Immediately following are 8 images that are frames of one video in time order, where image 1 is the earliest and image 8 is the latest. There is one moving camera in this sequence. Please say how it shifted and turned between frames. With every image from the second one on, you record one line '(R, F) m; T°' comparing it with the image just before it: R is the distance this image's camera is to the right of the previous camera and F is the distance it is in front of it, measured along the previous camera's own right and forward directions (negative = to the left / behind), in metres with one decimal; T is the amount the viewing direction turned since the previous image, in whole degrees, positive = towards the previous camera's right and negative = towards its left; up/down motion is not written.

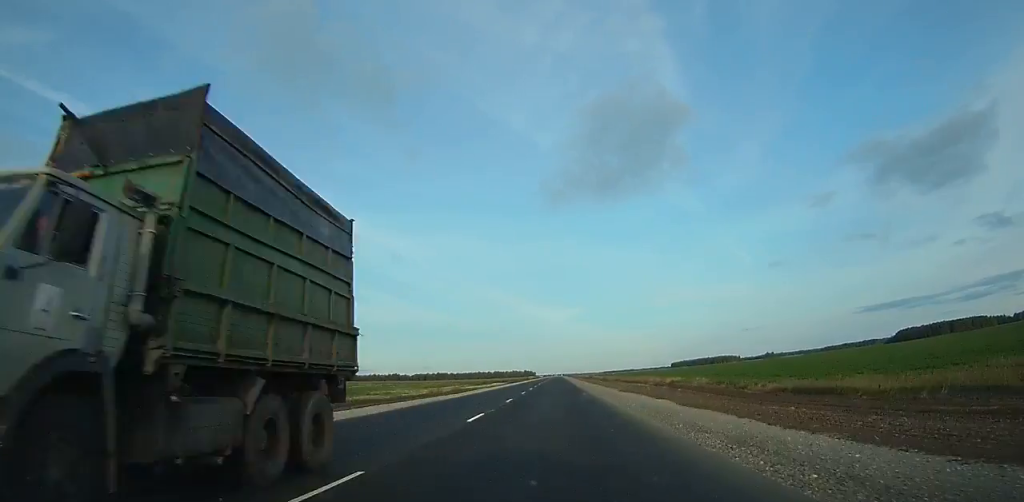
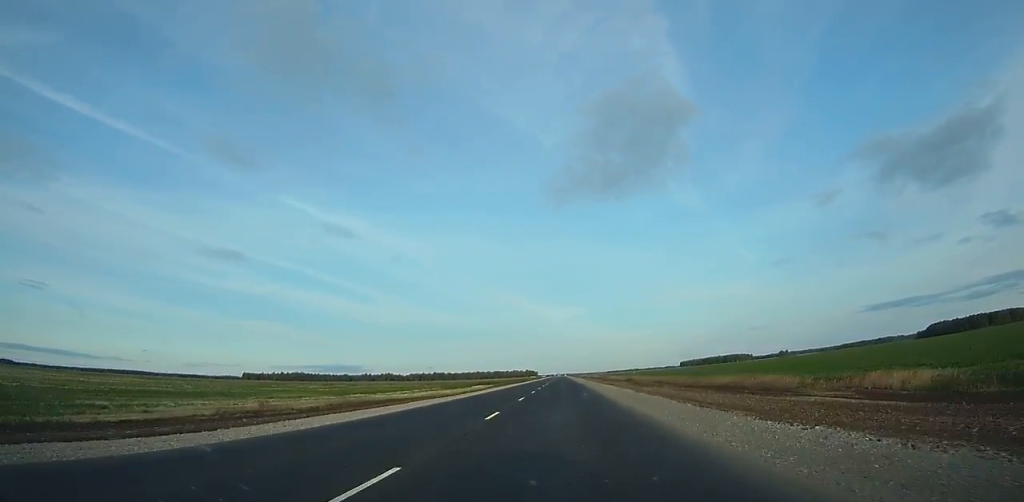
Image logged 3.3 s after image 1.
(+0.1, +84.6) m; 0°
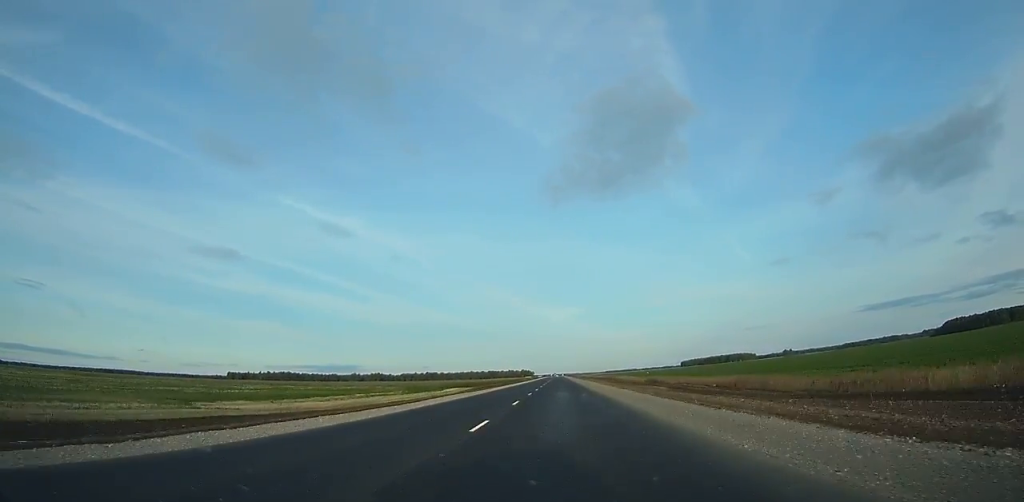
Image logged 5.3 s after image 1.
(-0.1, +53.4) m; 0°
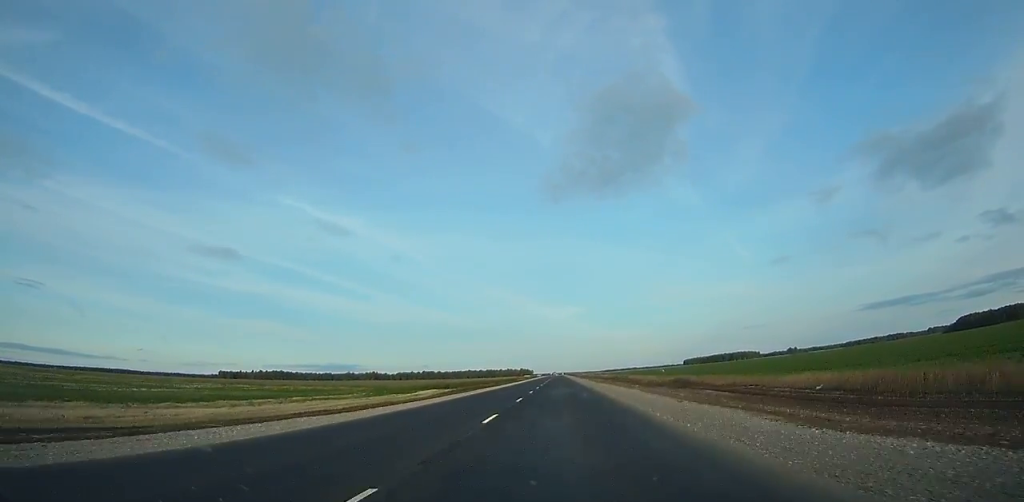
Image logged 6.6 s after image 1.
(0.0, +35.1) m; 0°
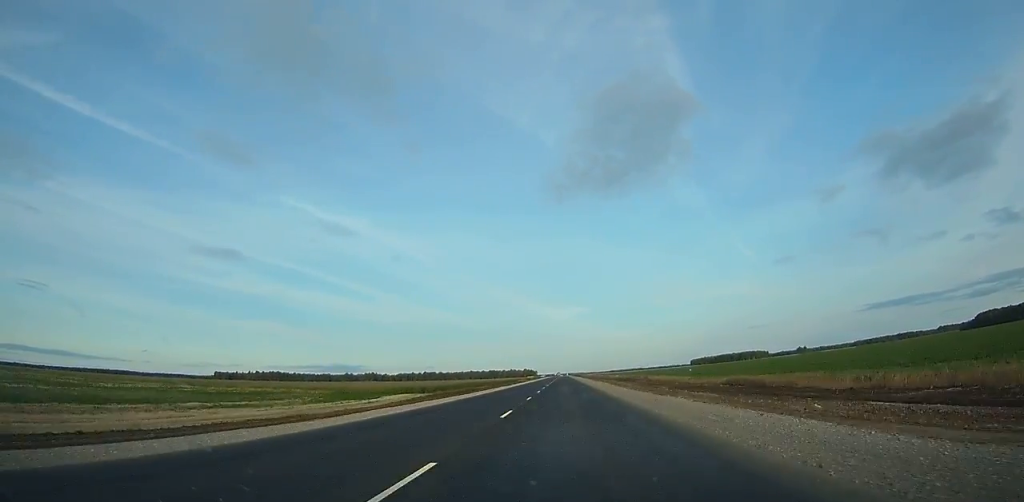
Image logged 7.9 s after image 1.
(0.0, +35.5) m; 0°
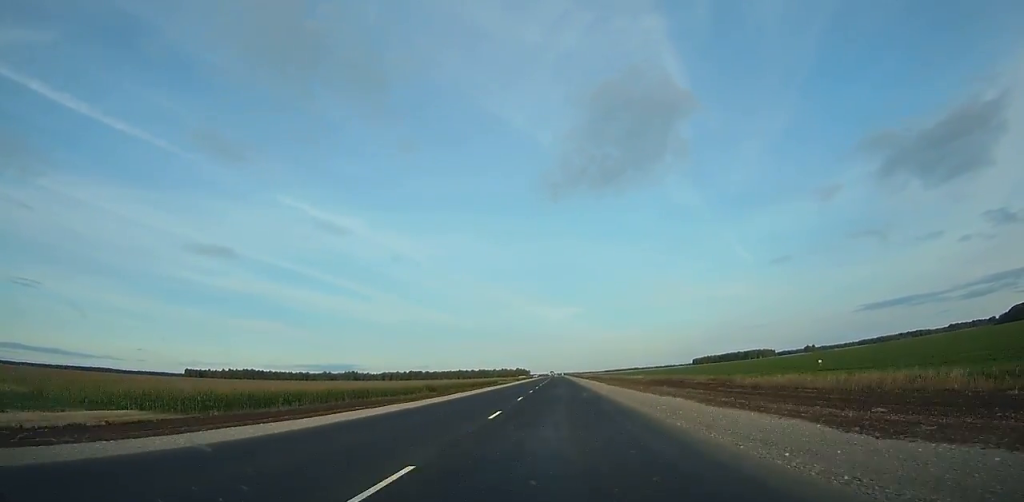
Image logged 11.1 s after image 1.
(+0.1, +85.6) m; 0°
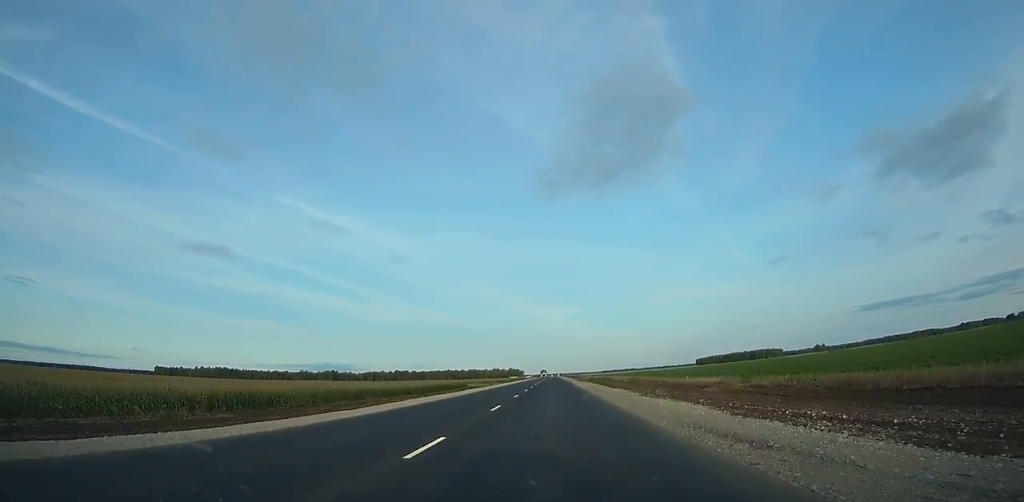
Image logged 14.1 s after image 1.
(+0.1, +80.1) m; 0°
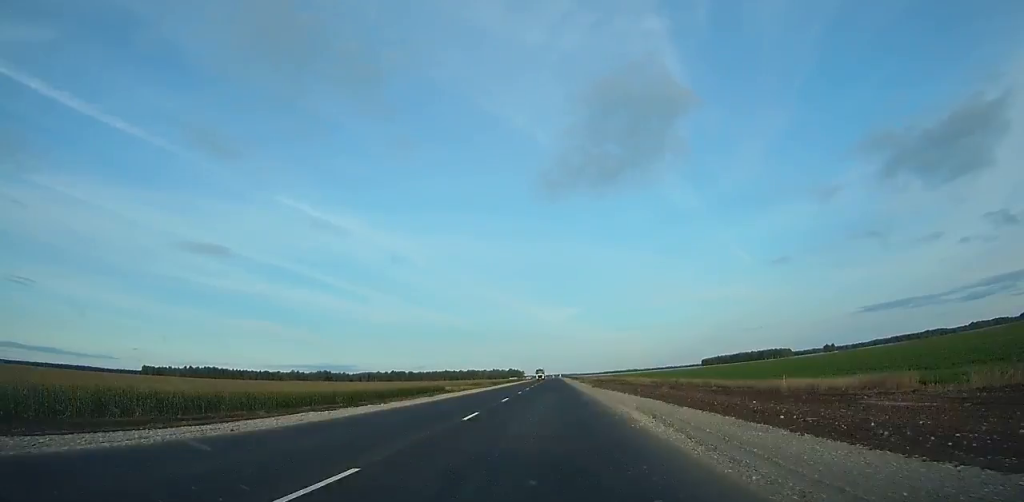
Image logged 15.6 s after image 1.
(0.0, +40.4) m; 0°
